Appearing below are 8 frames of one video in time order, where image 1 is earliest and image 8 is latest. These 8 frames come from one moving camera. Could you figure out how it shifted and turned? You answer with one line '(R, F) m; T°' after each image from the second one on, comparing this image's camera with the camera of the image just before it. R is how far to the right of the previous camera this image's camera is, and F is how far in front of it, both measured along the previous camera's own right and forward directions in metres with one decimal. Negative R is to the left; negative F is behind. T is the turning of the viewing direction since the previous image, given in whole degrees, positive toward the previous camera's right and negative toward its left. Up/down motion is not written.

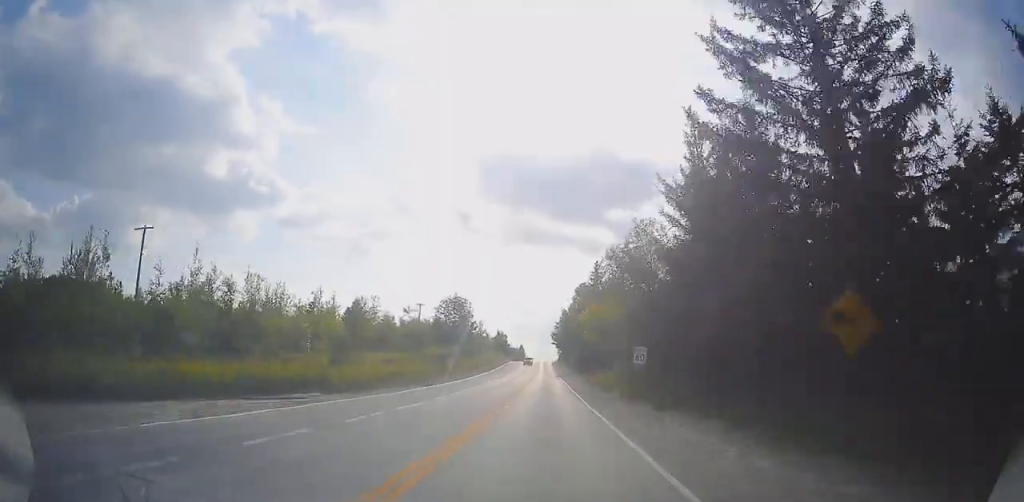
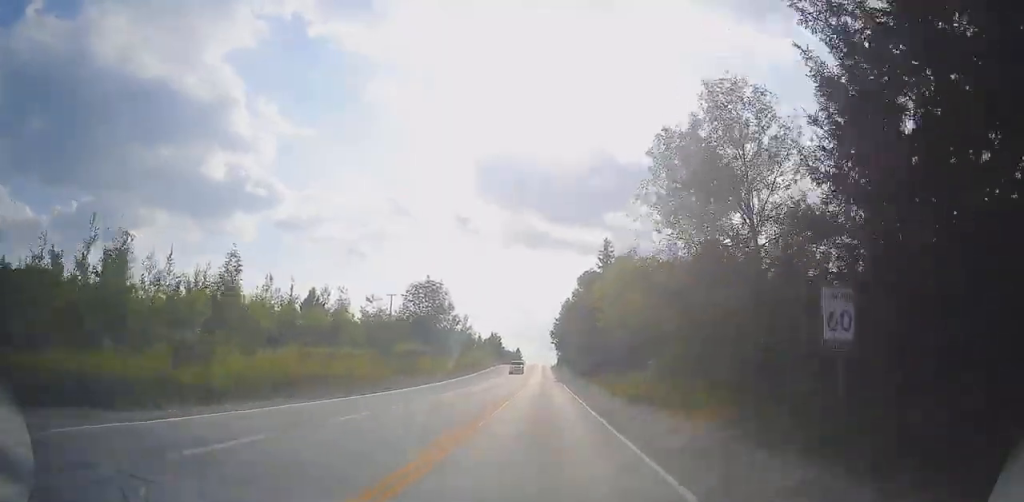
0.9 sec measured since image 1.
(0.0, +18.0) m; -1°
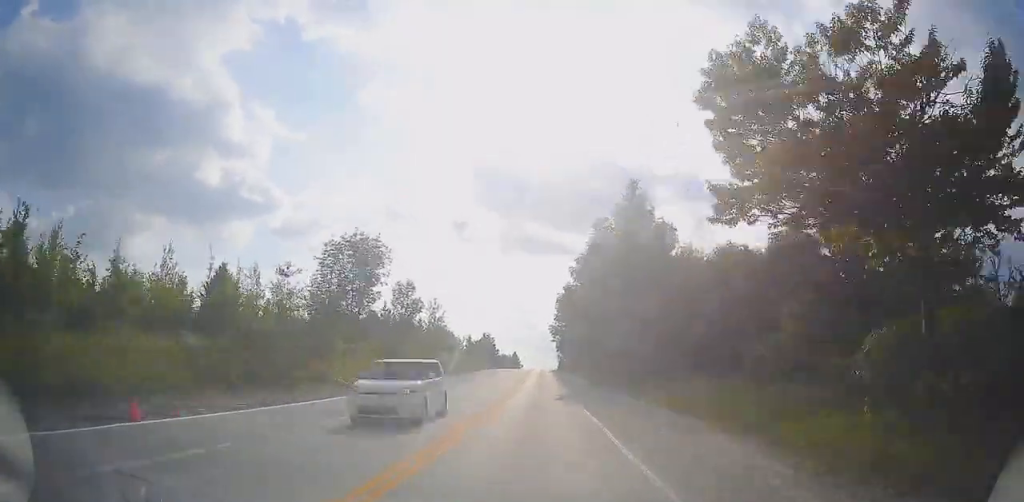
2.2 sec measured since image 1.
(-0.3, +23.9) m; 0°
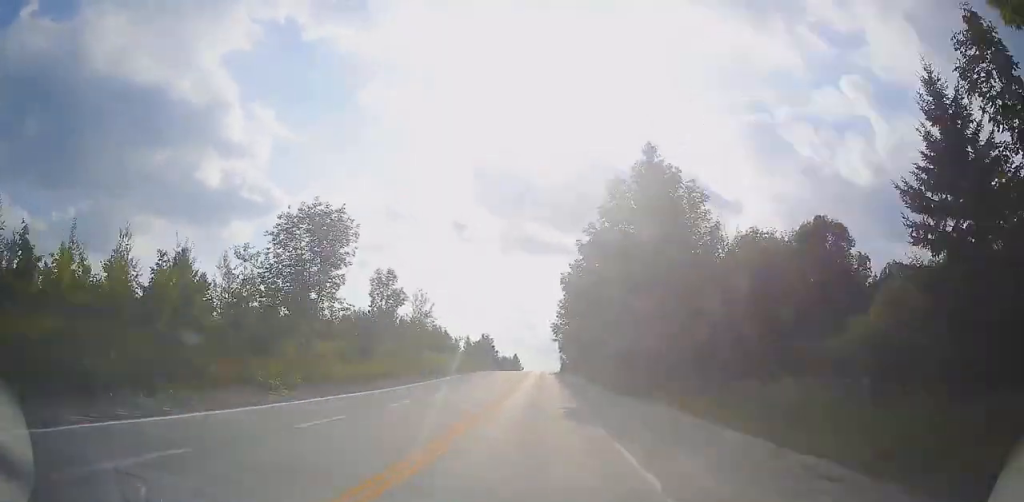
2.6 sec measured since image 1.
(-0.1, +7.8) m; 0°
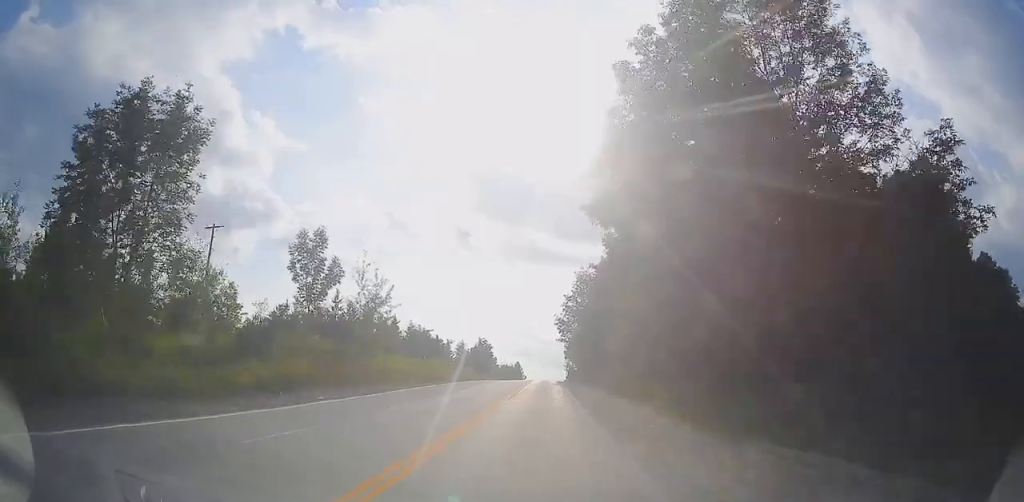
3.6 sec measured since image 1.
(+0.4, +17.2) m; +1°
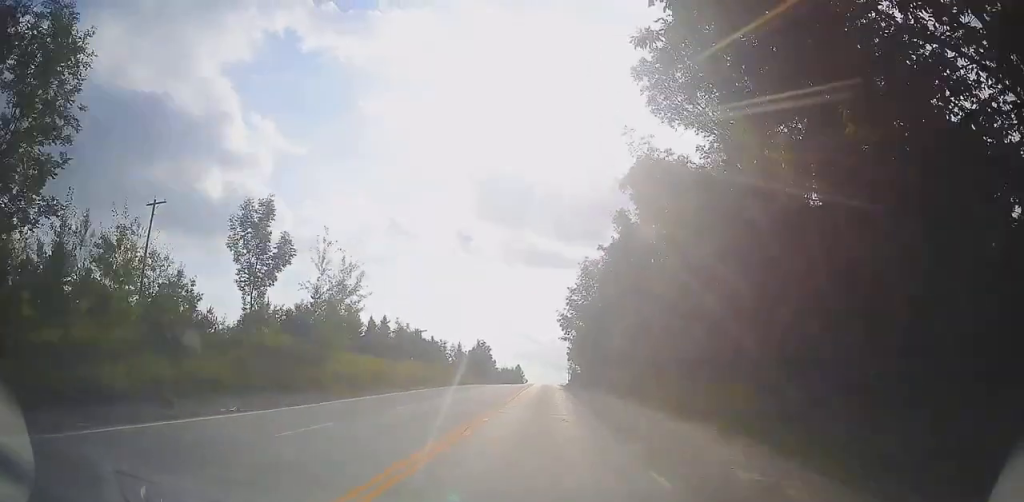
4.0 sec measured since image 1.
(0.0, +7.2) m; 0°
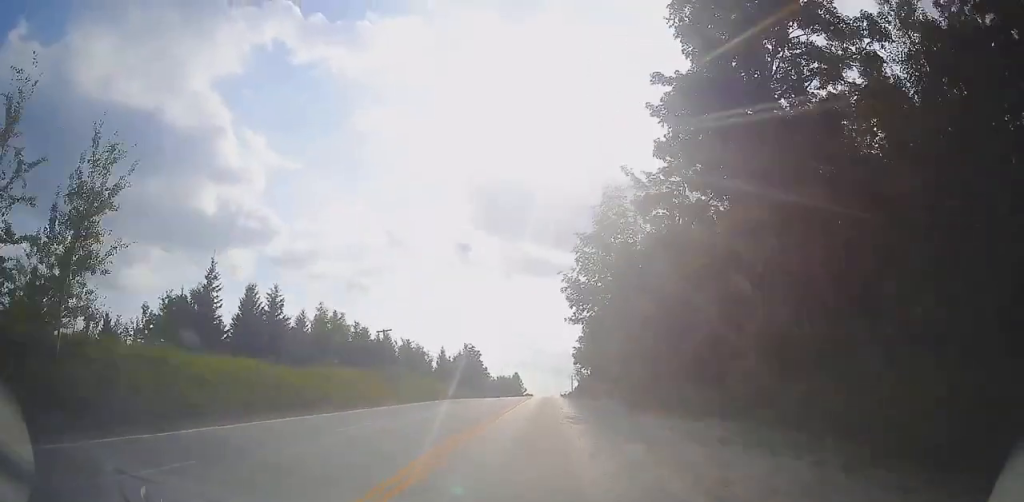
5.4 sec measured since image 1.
(-0.2, +22.3) m; -1°
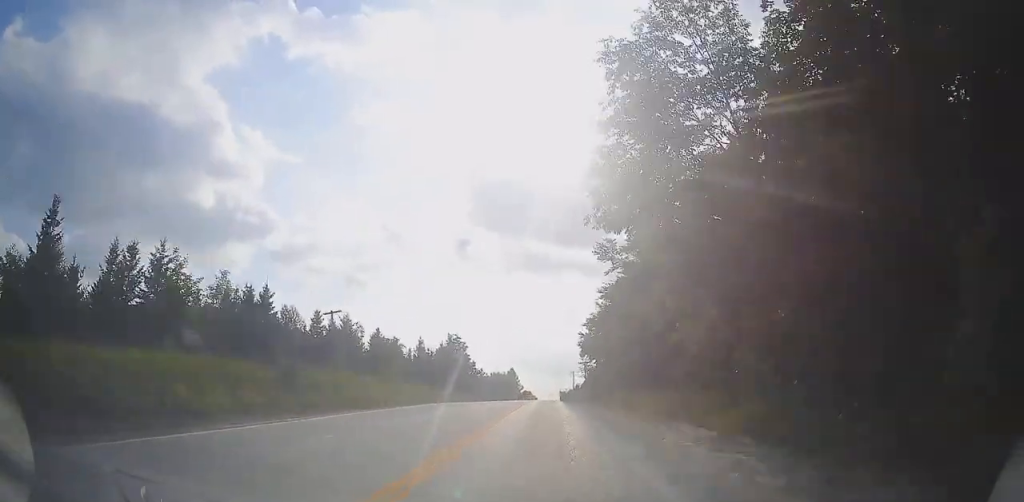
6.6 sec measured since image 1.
(0.0, +19.3) m; 0°
